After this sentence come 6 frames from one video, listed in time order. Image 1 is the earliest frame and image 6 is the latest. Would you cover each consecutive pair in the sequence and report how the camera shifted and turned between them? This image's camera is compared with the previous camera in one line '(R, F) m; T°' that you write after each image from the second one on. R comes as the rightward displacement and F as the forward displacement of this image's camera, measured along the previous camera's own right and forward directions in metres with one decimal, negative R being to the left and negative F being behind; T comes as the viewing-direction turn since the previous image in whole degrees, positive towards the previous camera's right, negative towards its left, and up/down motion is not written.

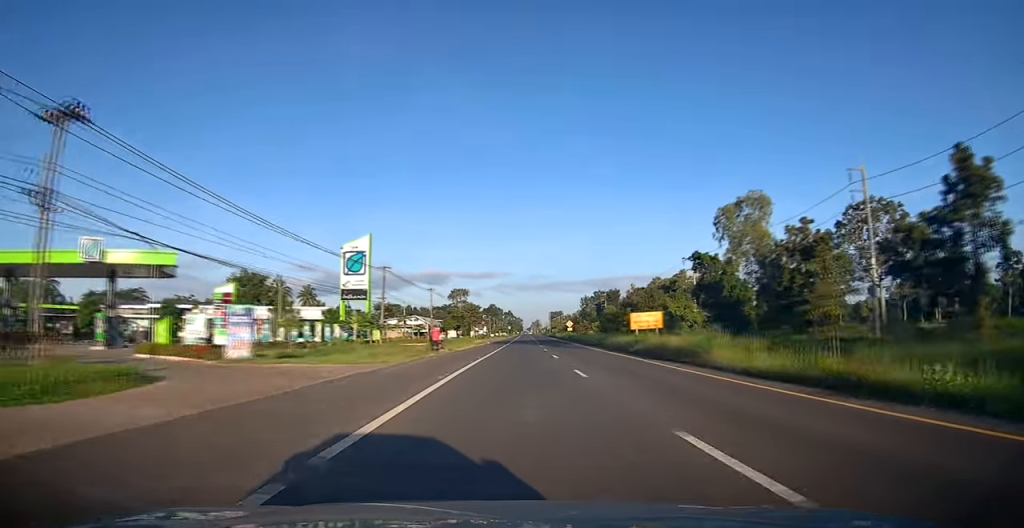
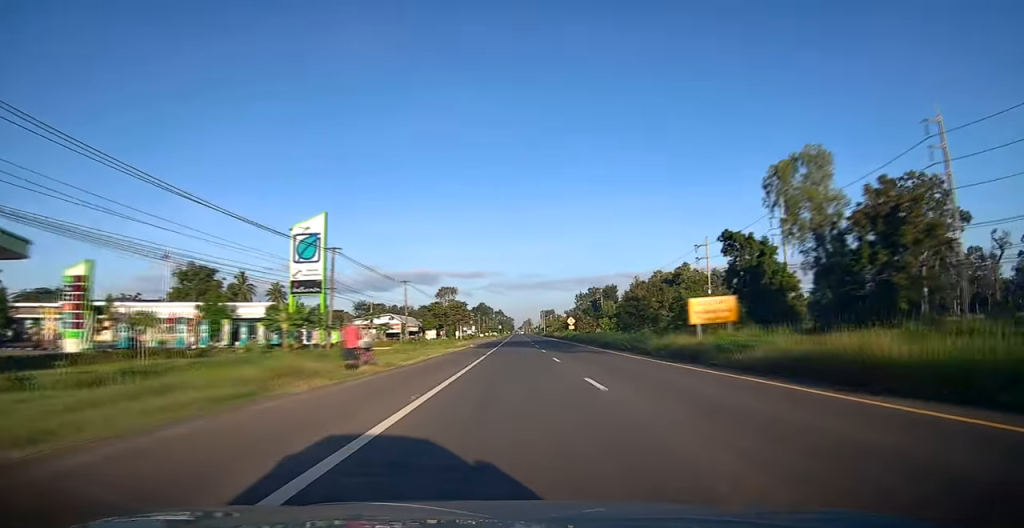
(+0.1, +16.0) m; +1°
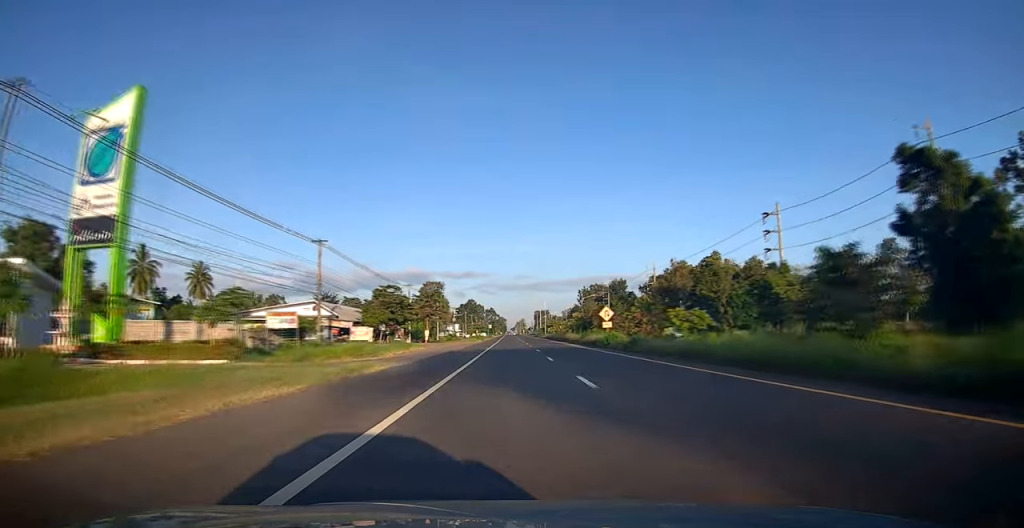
(+0.2, +35.7) m; +1°
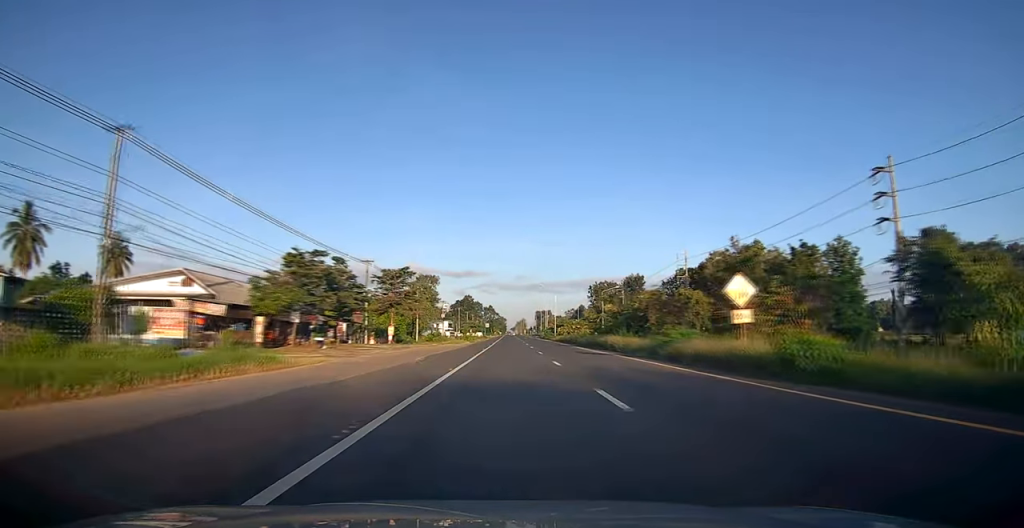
(+0.2, +27.3) m; 0°
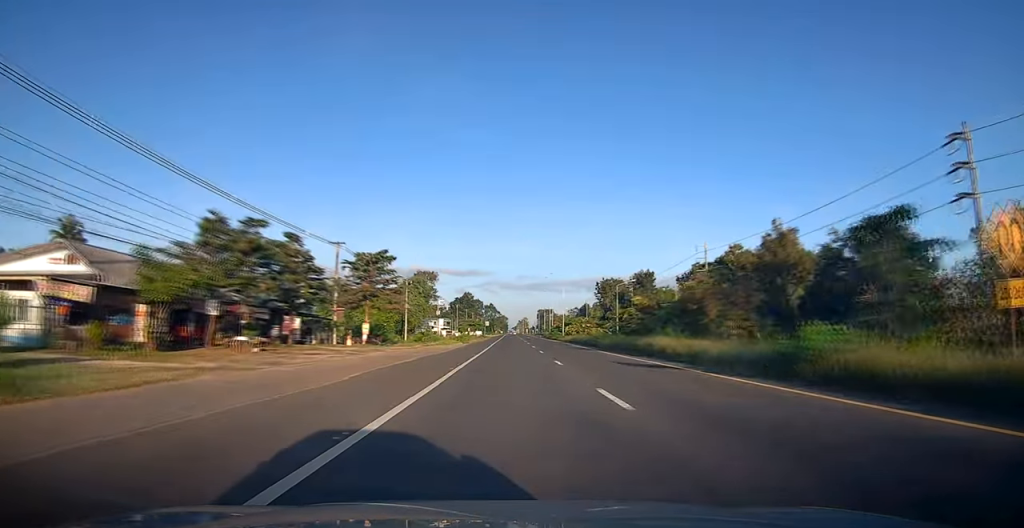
(0.0, +11.9) m; 0°
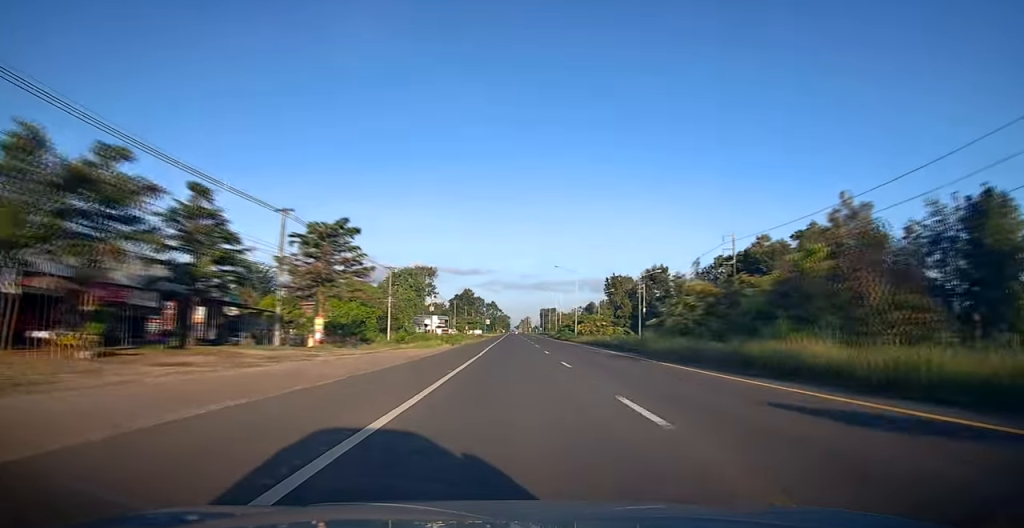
(0.0, +13.5) m; 0°
